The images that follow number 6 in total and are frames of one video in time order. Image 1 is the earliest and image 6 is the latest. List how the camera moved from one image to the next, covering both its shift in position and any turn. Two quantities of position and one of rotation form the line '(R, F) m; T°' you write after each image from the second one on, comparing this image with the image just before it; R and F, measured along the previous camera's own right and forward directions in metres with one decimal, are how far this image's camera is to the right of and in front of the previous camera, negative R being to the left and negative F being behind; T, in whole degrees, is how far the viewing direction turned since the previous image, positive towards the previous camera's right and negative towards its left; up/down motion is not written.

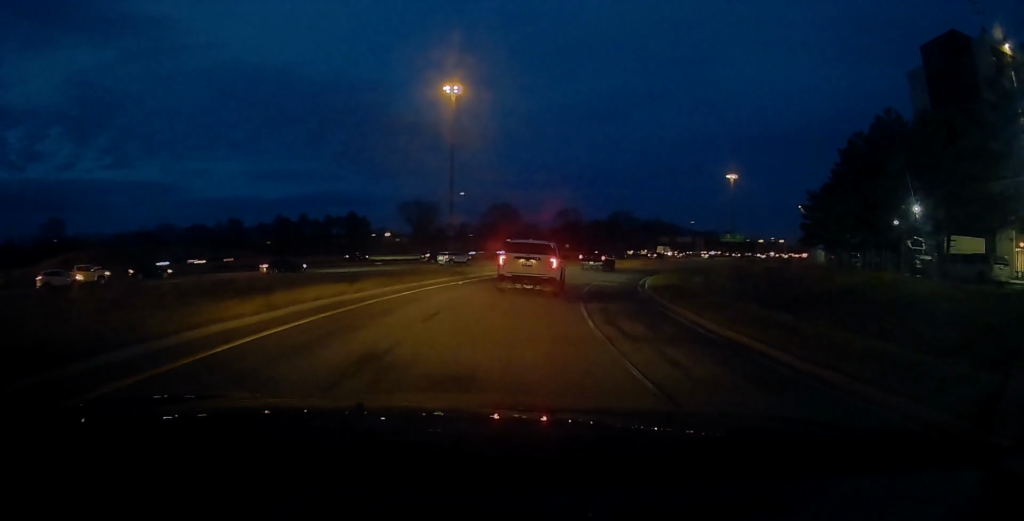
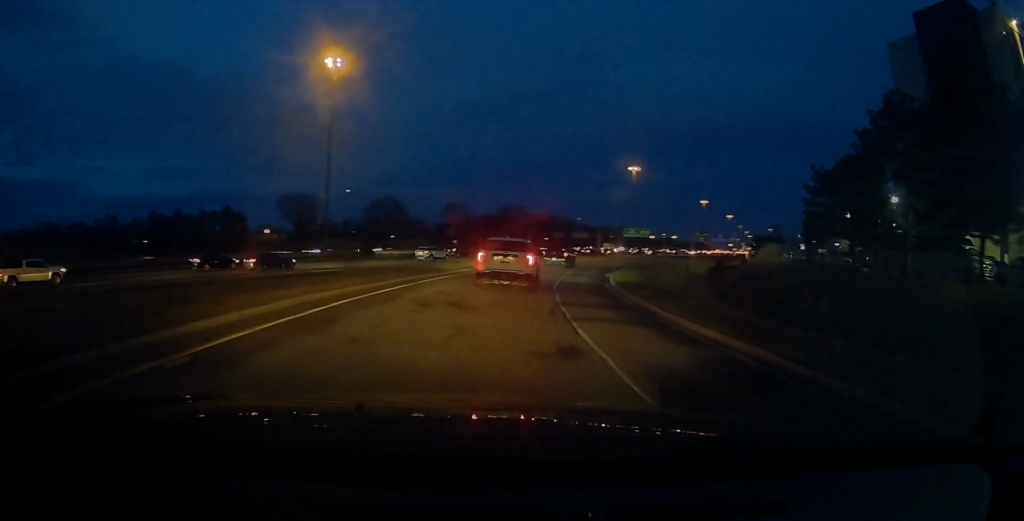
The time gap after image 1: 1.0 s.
(+1.2, +15.8) m; +8°
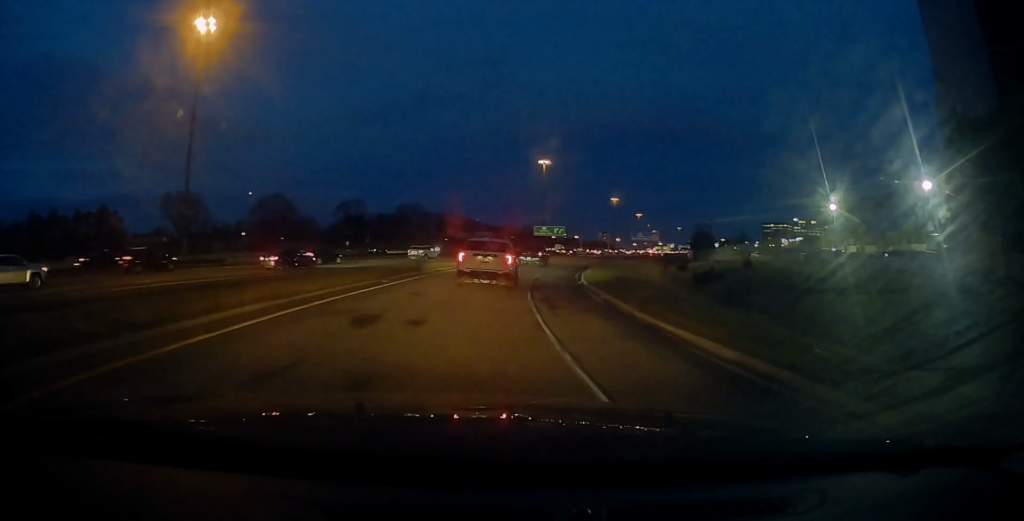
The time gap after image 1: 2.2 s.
(+1.9, +19.7) m; +10°
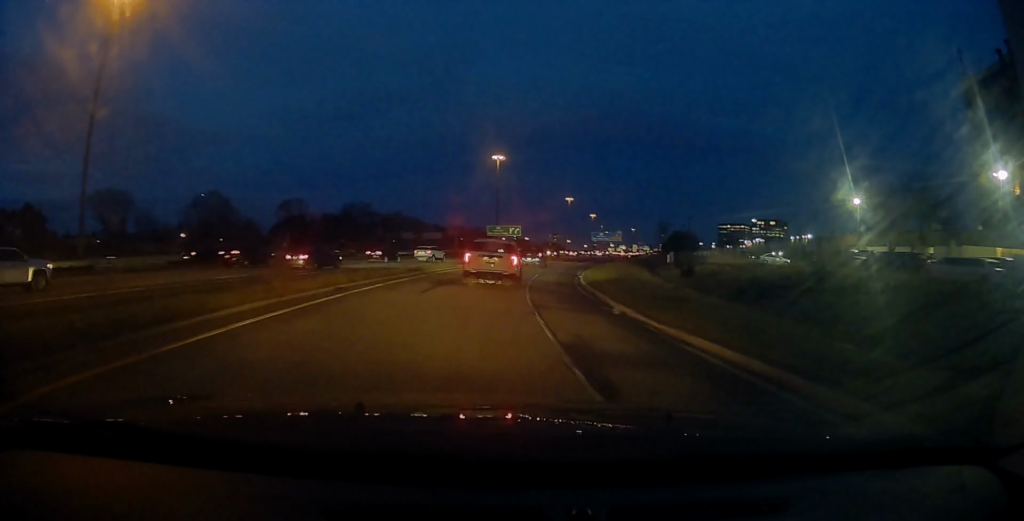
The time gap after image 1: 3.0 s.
(+0.8, +14.8) m; +6°
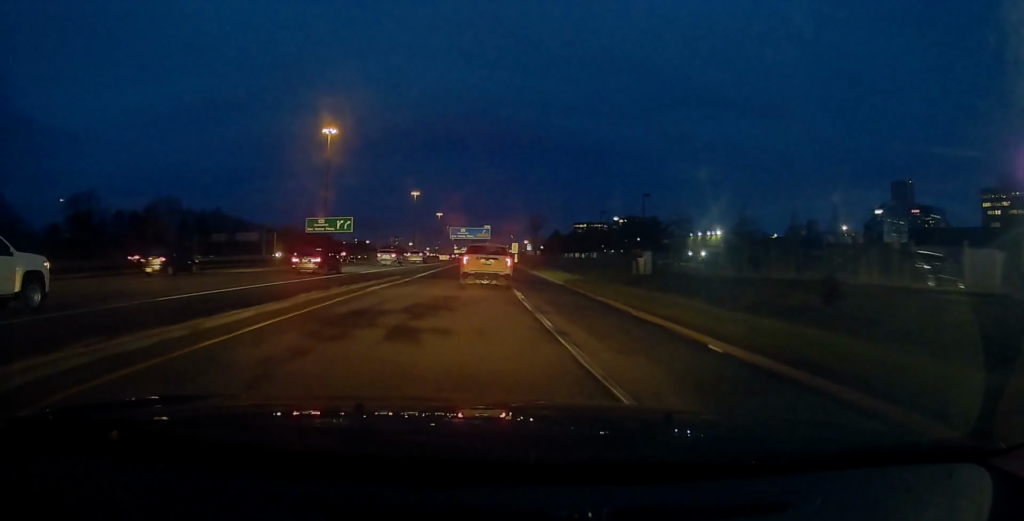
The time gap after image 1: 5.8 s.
(+7.0, +51.6) m; +13°
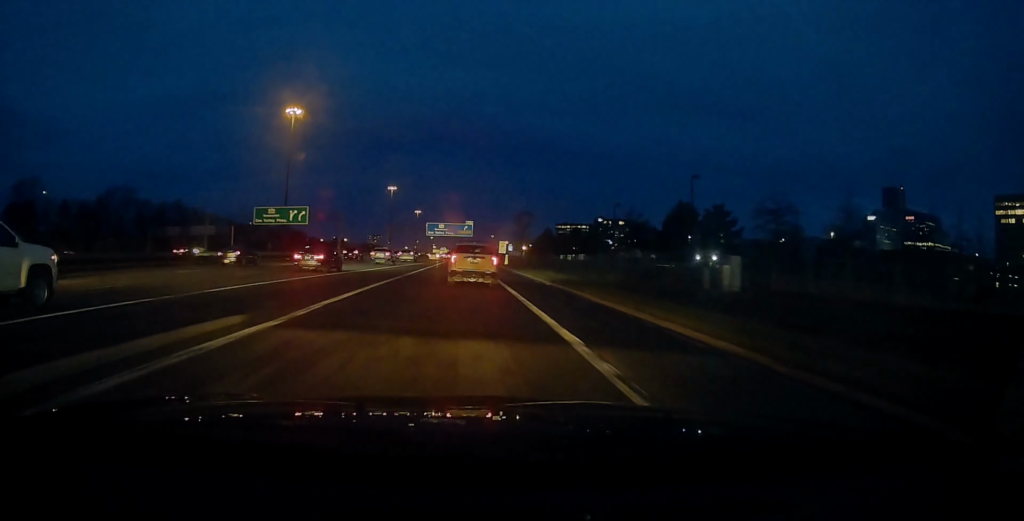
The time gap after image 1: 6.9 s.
(+1.0, +19.8) m; +5°
